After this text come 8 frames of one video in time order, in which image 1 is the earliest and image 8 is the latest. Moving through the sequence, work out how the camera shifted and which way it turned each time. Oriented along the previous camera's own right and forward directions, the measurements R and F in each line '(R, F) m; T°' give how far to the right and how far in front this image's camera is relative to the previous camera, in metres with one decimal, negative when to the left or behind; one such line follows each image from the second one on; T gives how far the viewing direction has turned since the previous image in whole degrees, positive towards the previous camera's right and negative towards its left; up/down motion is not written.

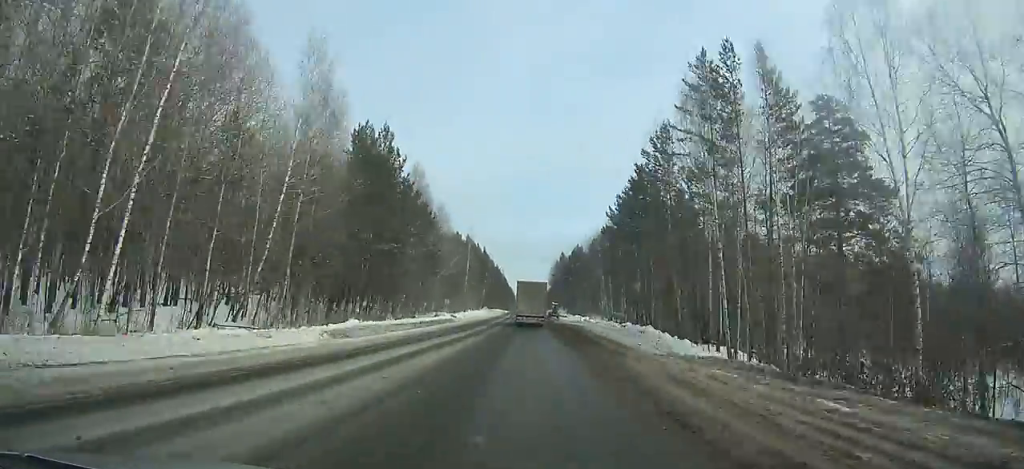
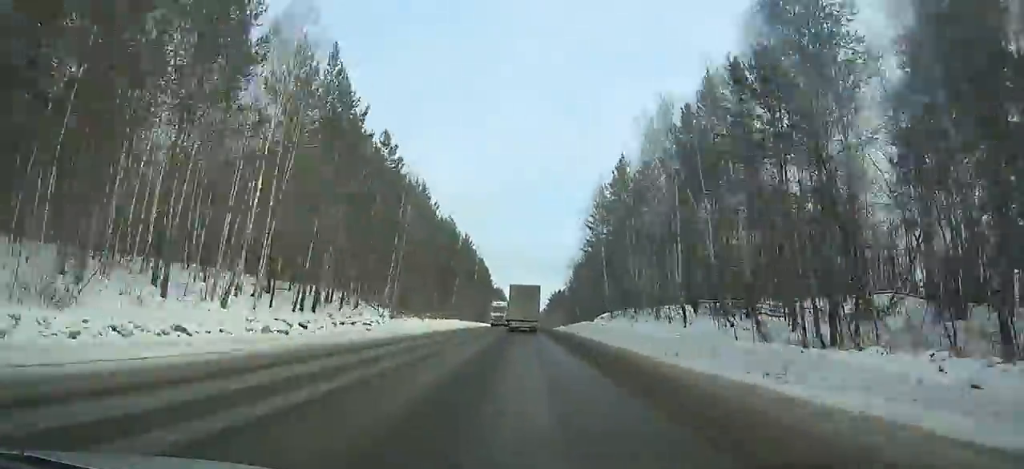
(-0.3, +133.8) m; 0°
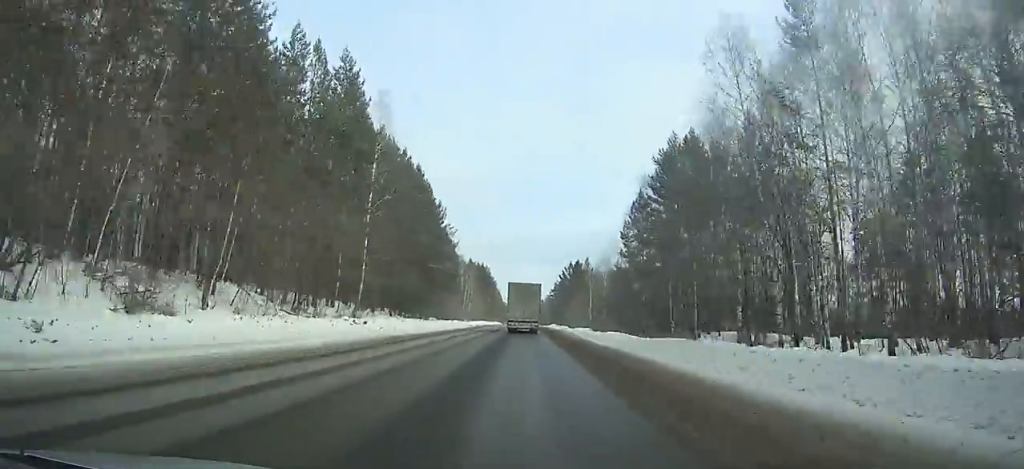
(+0.2, +97.5) m; 0°
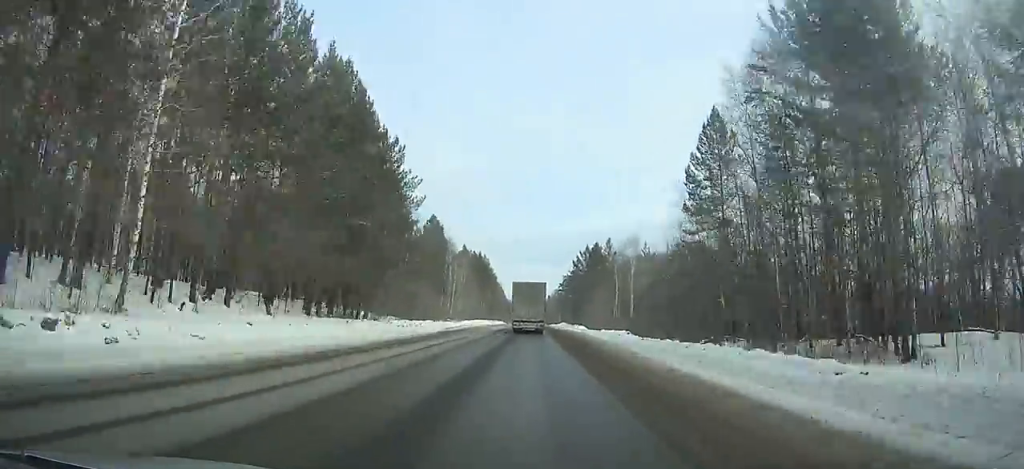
(0.0, +30.3) m; 0°
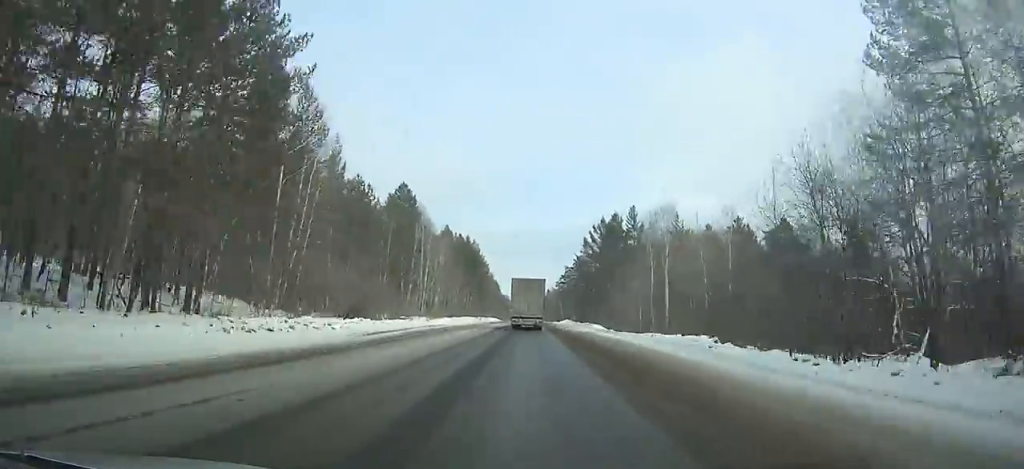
(0.0, +28.2) m; 0°
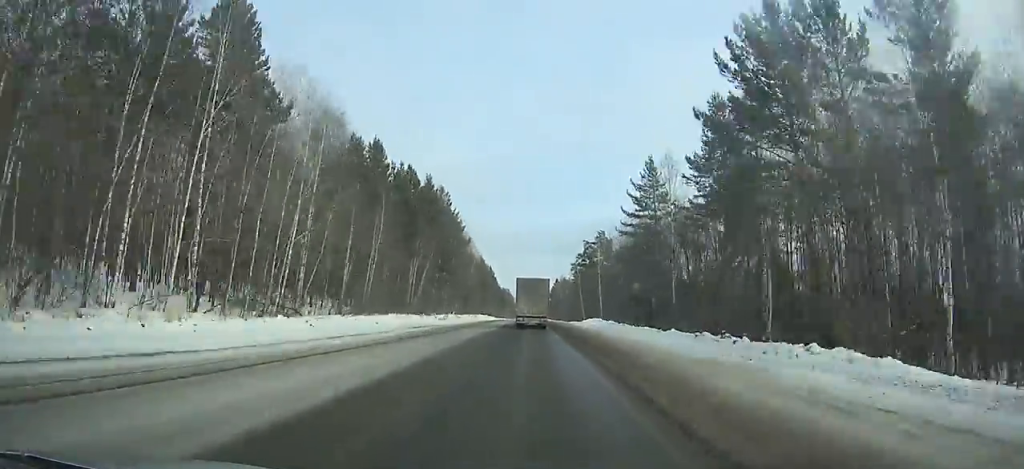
(-0.2, +62.5) m; 0°
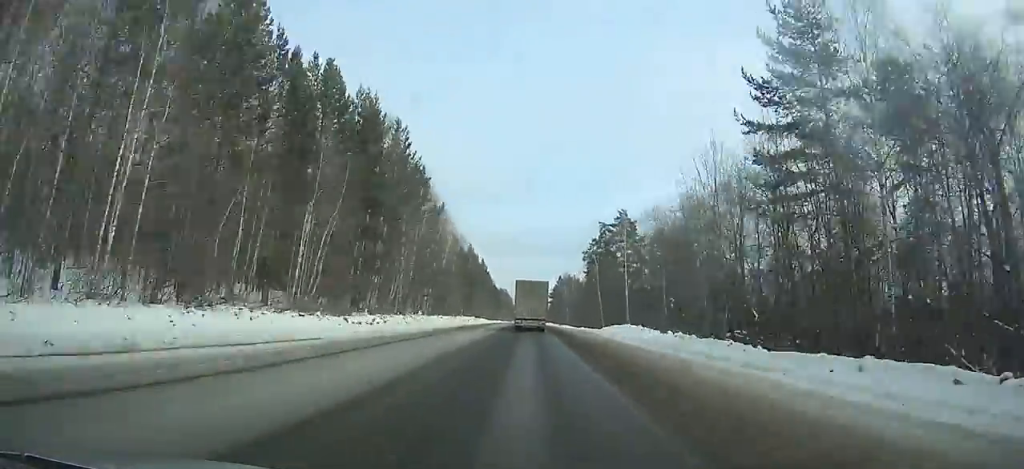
(0.0, +32.4) m; 0°
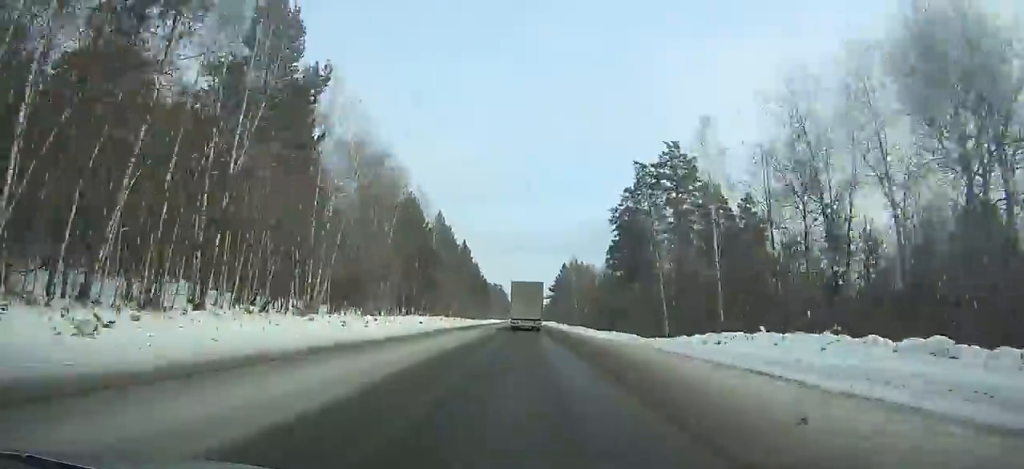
(+0.1, +42.6) m; 0°
